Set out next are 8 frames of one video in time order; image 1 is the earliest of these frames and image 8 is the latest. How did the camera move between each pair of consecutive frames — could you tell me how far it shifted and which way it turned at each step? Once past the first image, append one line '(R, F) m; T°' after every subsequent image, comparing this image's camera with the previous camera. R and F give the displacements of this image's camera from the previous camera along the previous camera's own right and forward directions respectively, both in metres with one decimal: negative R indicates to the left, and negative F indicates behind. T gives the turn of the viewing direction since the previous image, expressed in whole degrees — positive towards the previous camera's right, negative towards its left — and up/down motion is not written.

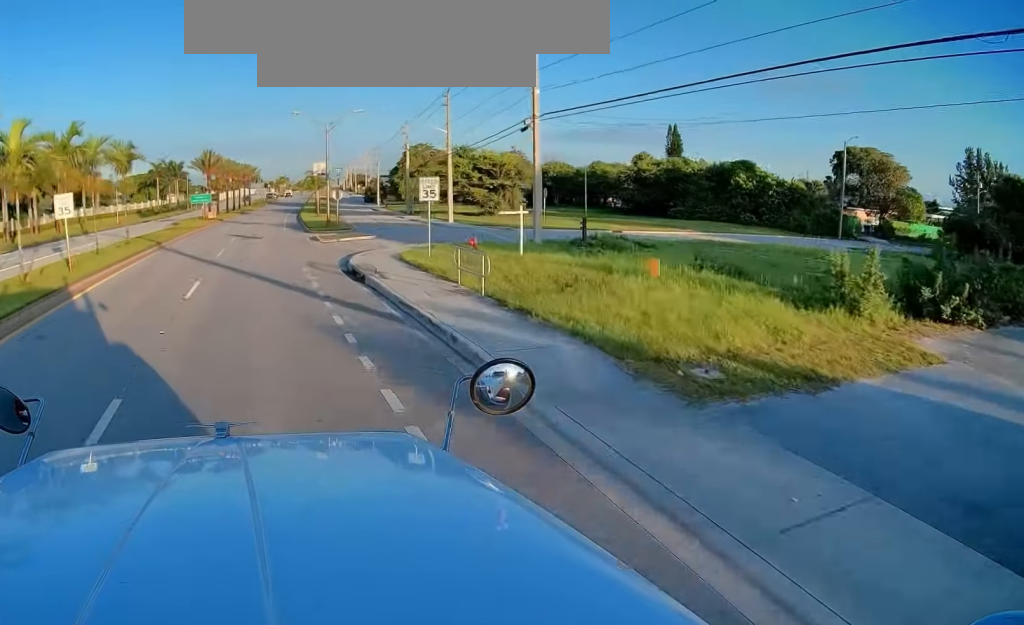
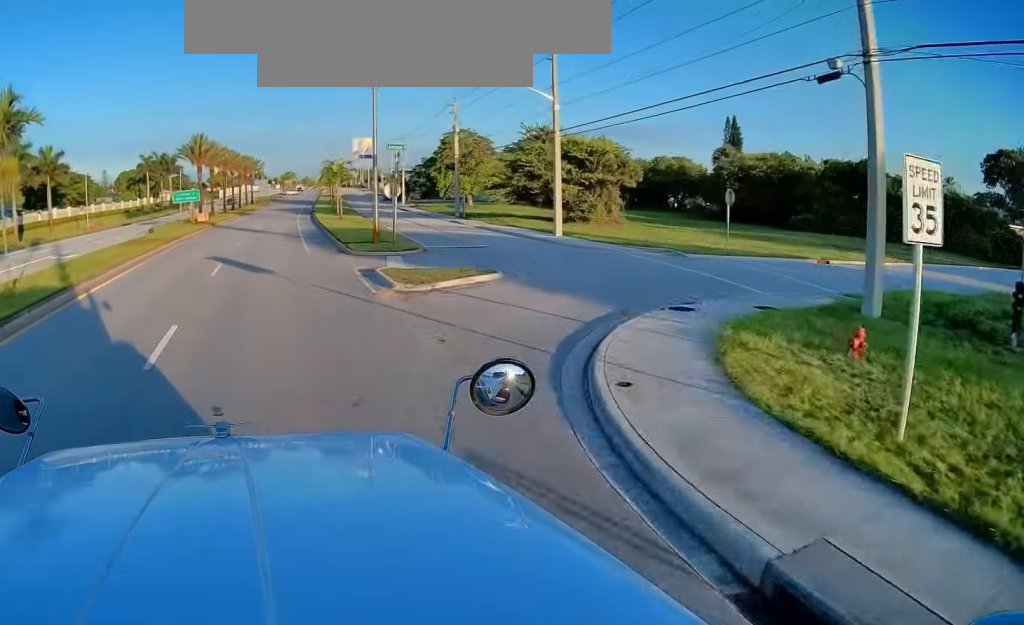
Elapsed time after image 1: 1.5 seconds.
(0.0, +19.8) m; -1°
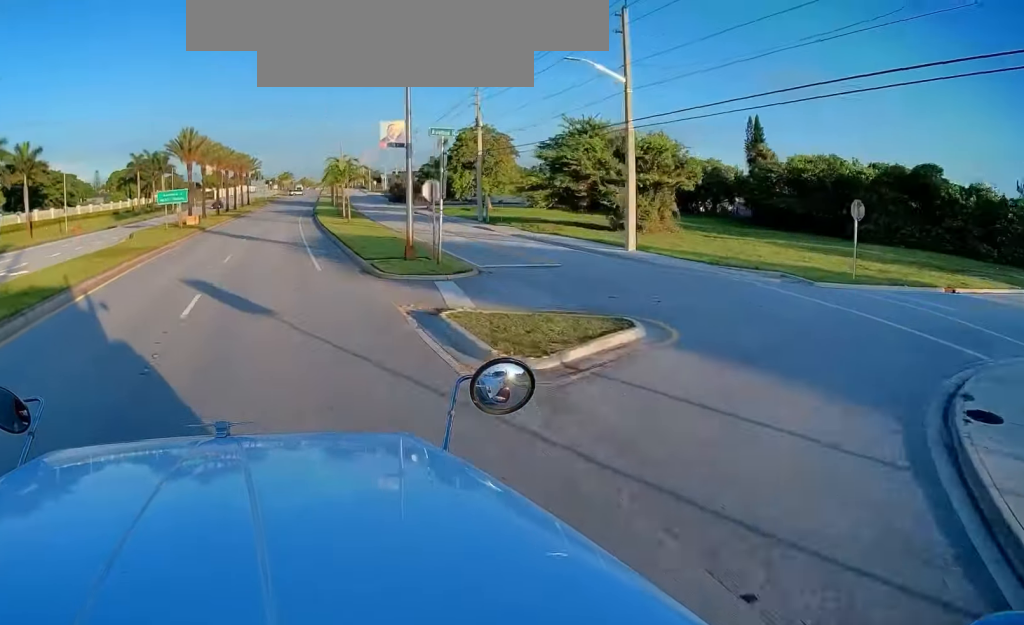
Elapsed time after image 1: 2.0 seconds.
(0.0, +7.5) m; 0°
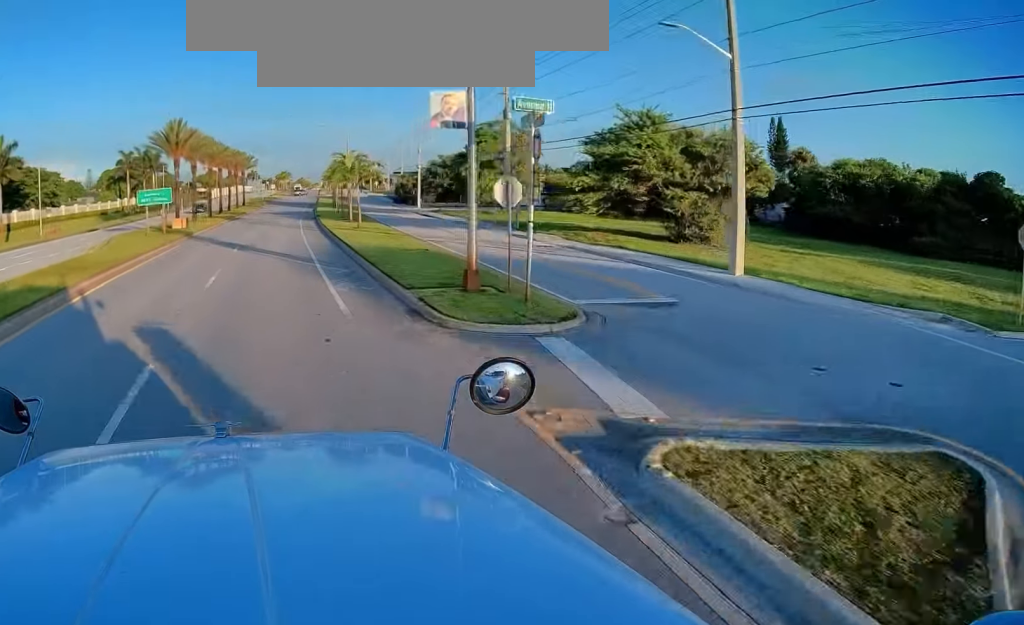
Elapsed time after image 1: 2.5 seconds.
(0.0, +7.7) m; 0°
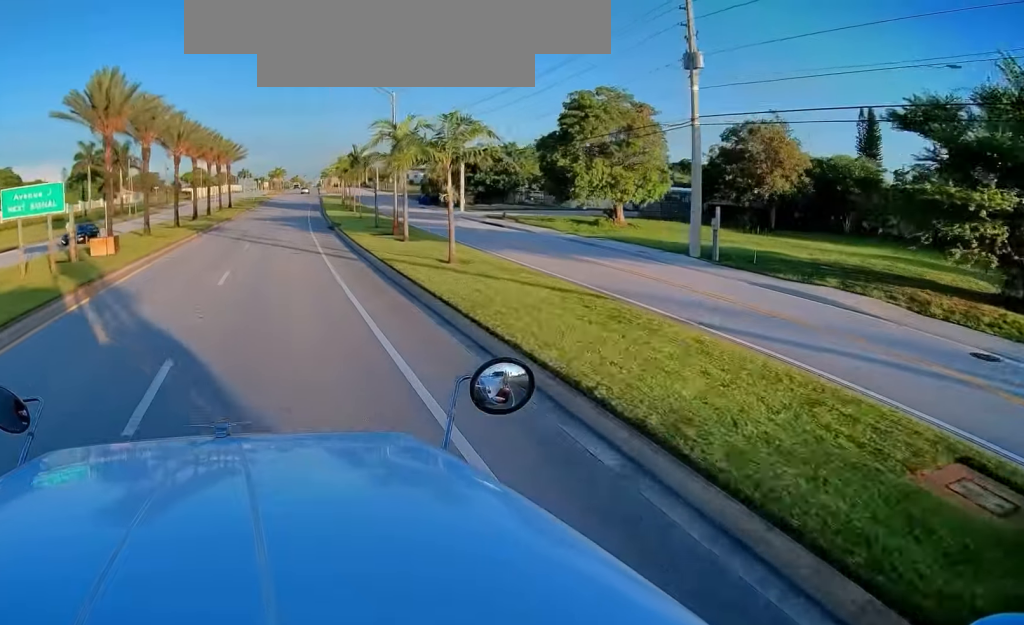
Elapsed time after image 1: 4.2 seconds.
(+0.4, +25.7) m; +1°
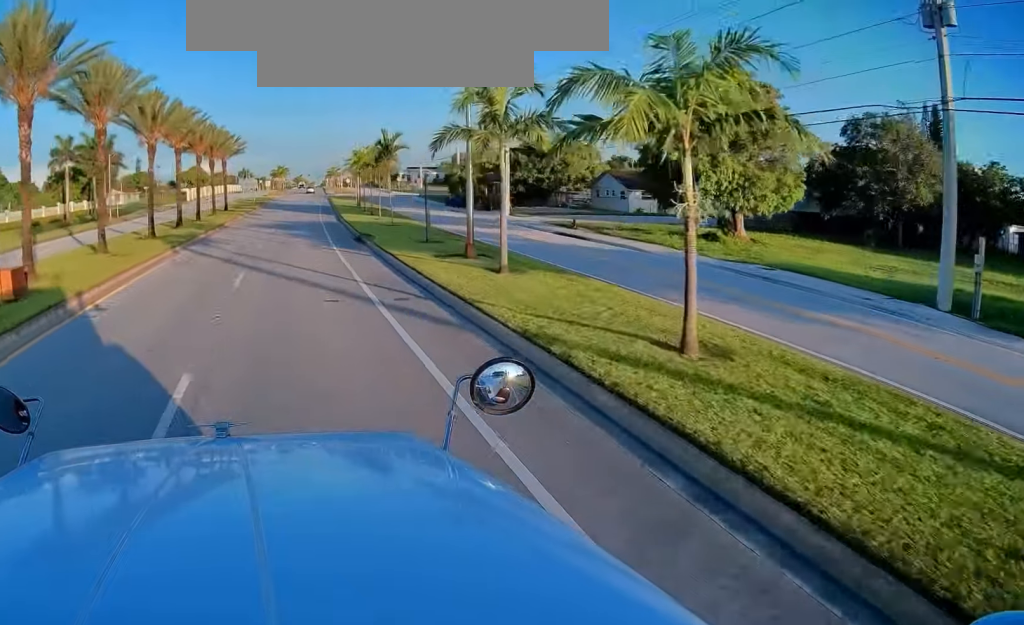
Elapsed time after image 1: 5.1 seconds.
(0.0, +14.4) m; 0°
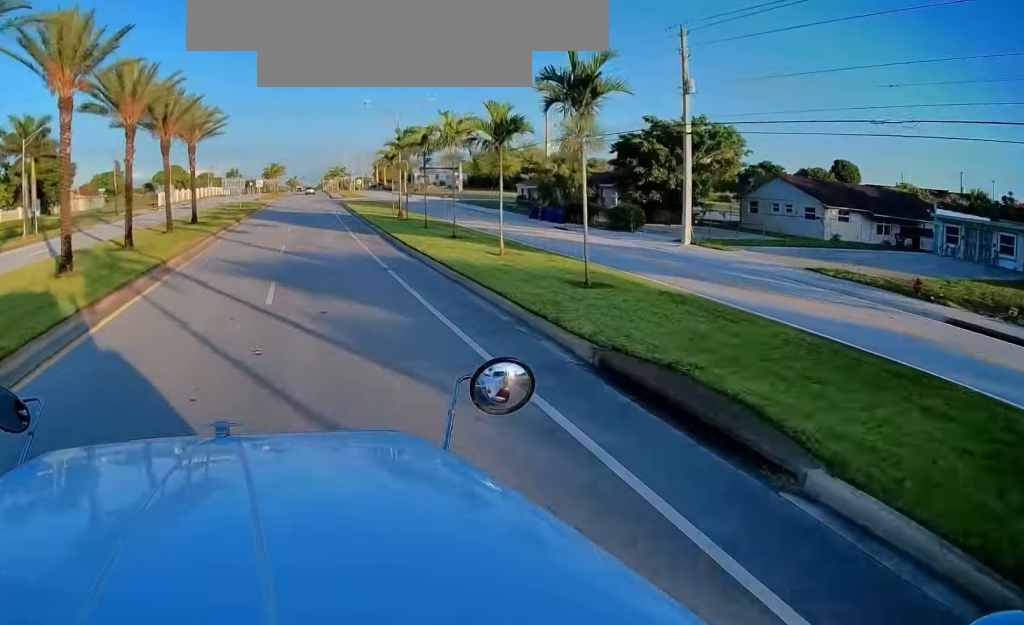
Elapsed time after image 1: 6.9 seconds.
(0.0, +32.4) m; 0°
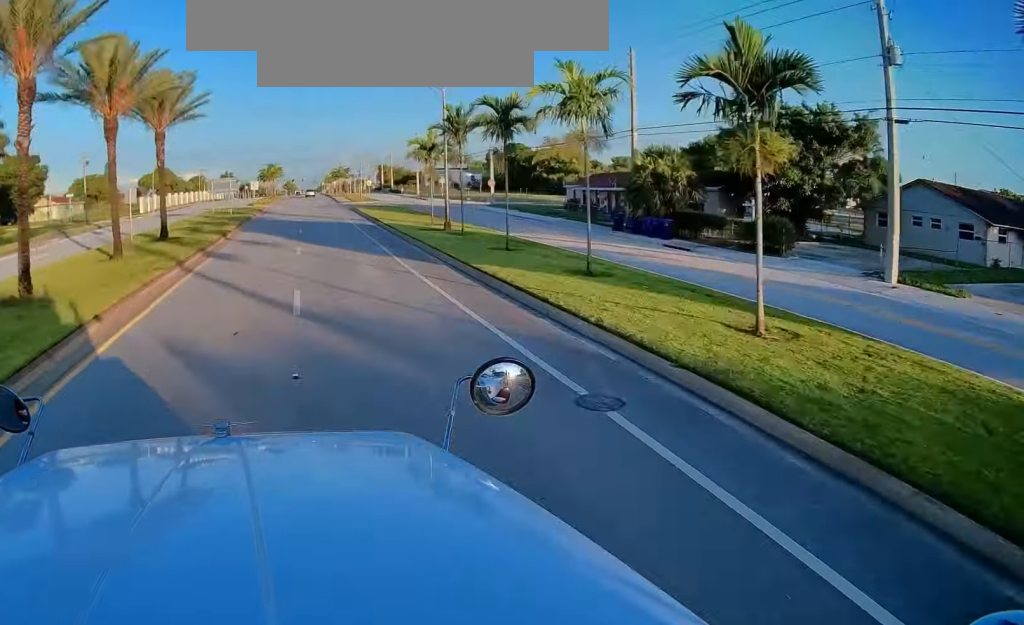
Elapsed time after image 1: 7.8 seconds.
(0.0, +14.6) m; +1°
